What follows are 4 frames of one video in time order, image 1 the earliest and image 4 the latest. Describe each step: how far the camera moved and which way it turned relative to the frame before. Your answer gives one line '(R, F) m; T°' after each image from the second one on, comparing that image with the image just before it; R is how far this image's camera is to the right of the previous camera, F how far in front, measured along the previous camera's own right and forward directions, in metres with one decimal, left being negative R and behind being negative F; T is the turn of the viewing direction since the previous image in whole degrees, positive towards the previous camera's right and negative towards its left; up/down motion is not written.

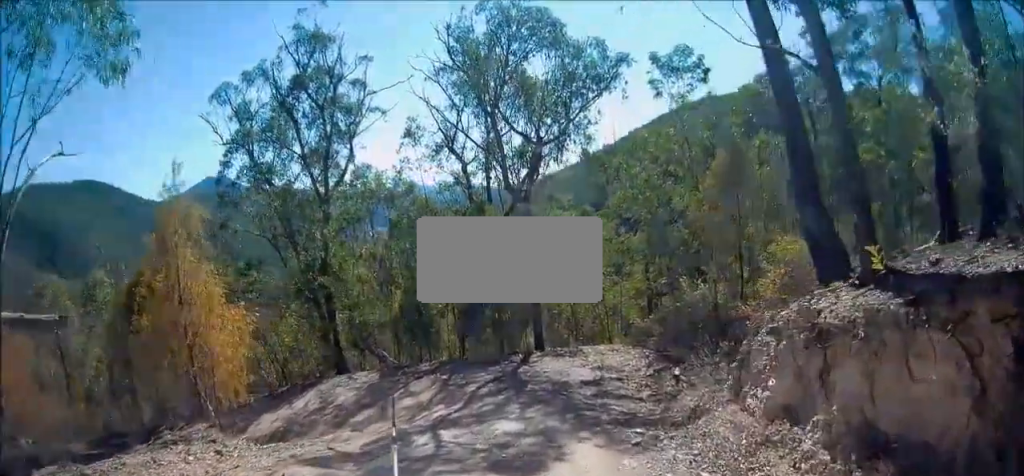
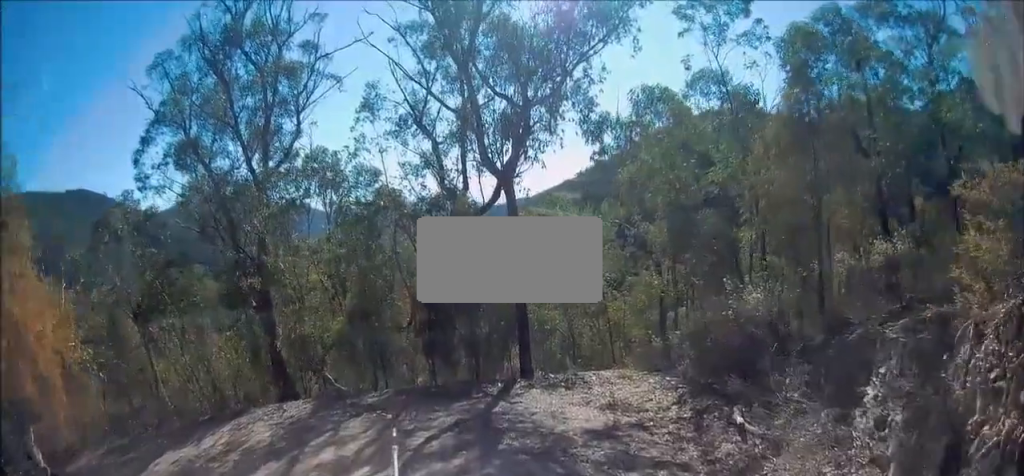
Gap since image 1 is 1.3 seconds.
(+0.1, +4.5) m; -10°
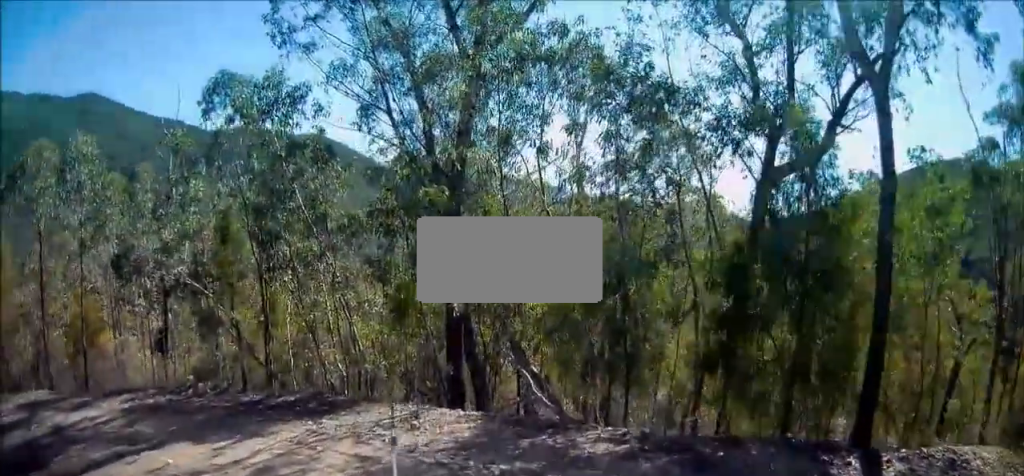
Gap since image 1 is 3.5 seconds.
(-0.5, +6.5) m; -17°
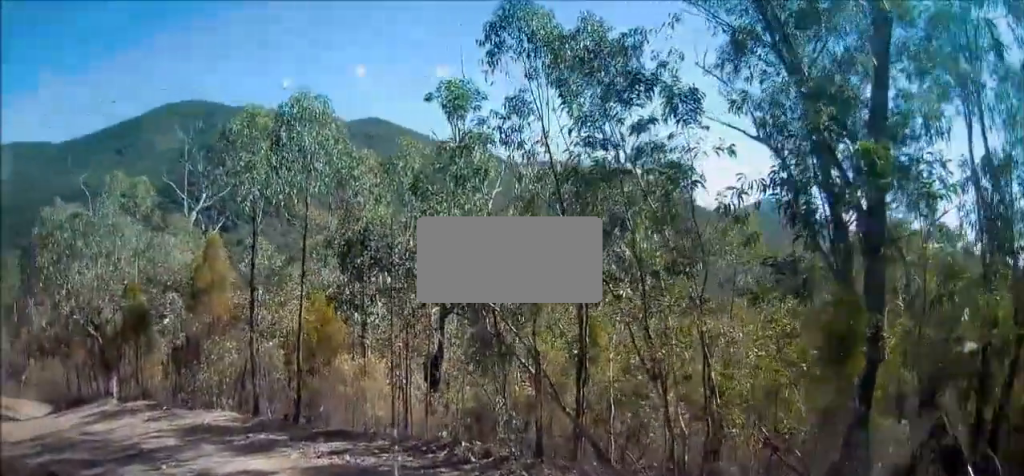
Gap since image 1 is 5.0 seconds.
(-2.2, +4.1) m; -44°
